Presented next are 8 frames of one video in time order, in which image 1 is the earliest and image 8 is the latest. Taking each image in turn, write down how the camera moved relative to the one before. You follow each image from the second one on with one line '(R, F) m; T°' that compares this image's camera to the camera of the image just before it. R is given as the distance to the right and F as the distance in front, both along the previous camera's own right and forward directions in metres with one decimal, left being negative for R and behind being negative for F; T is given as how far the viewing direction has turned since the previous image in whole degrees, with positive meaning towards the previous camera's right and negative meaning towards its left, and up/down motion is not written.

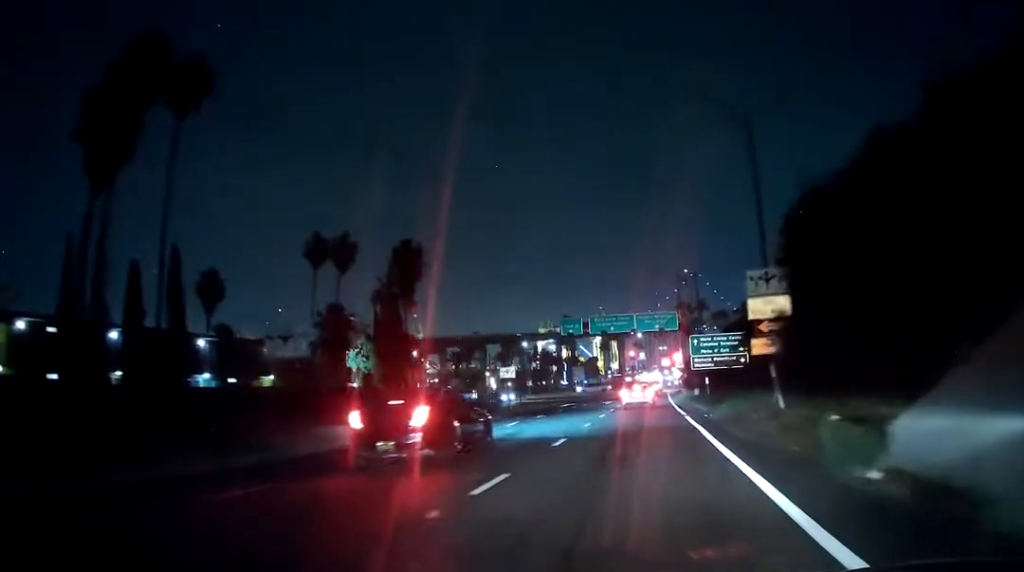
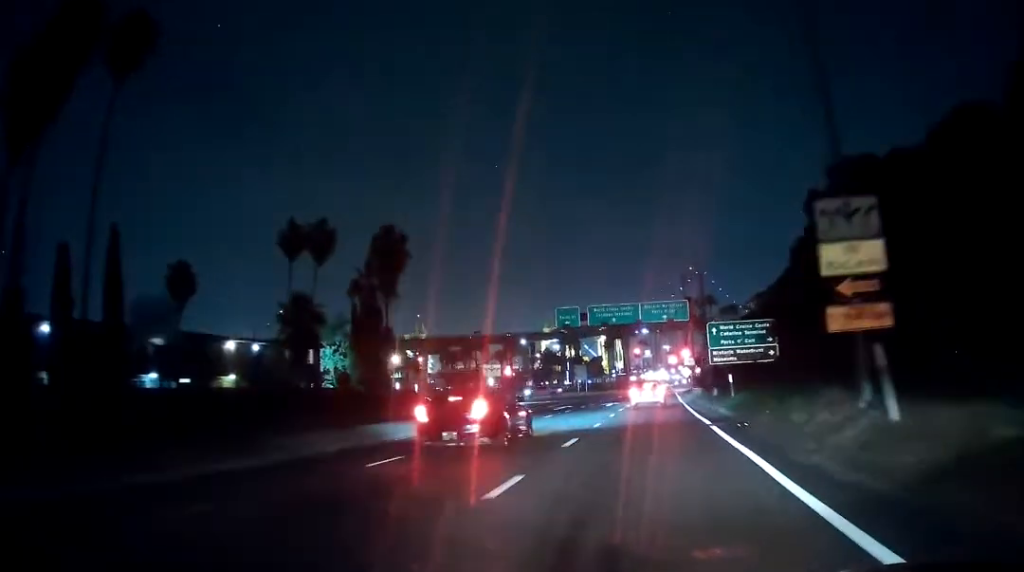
(+0.1, +7.9) m; -1°
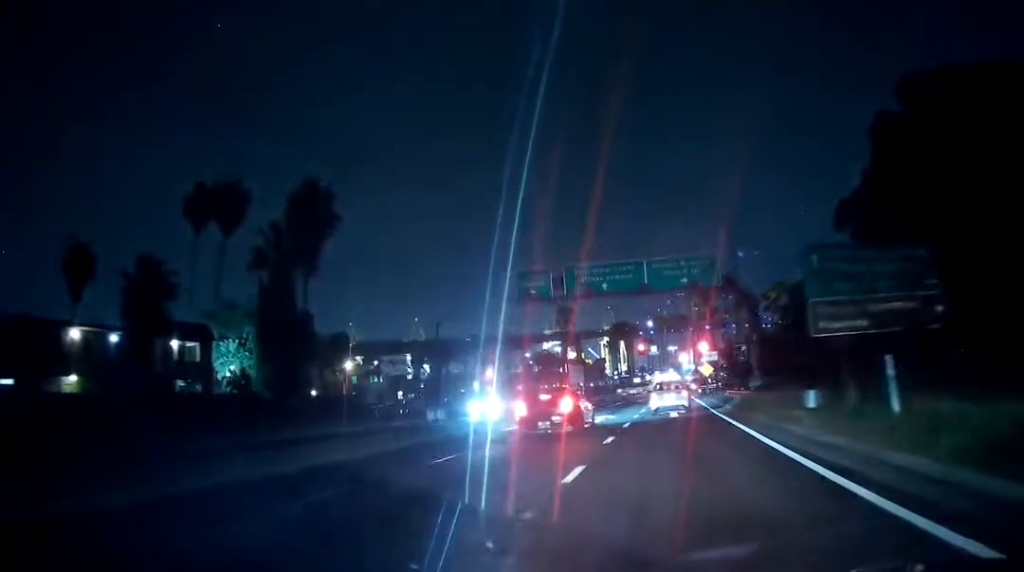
(-0.5, +20.0) m; -2°
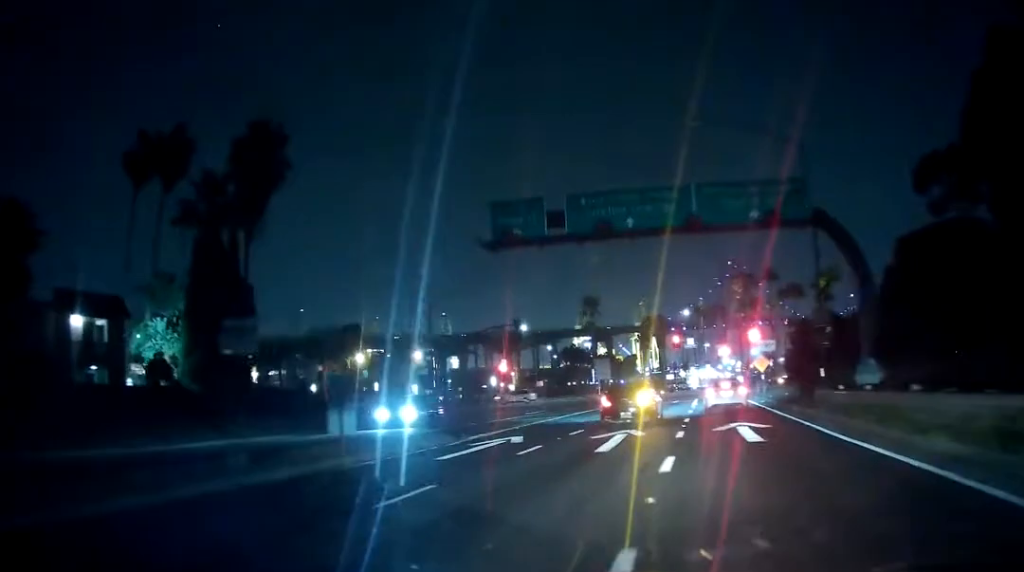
(0.0, +14.4) m; -3°
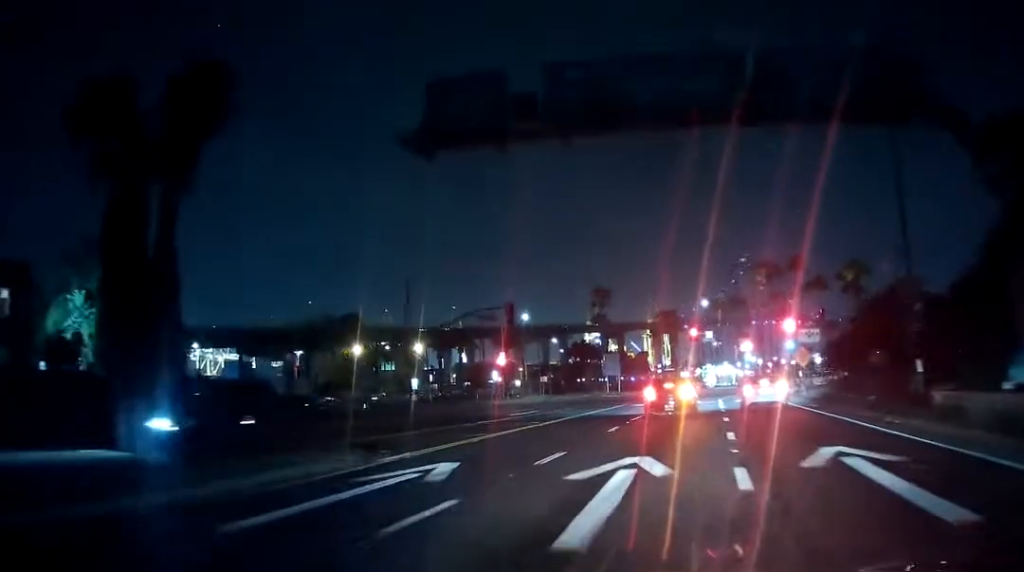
(-0.5, +9.3) m; -2°
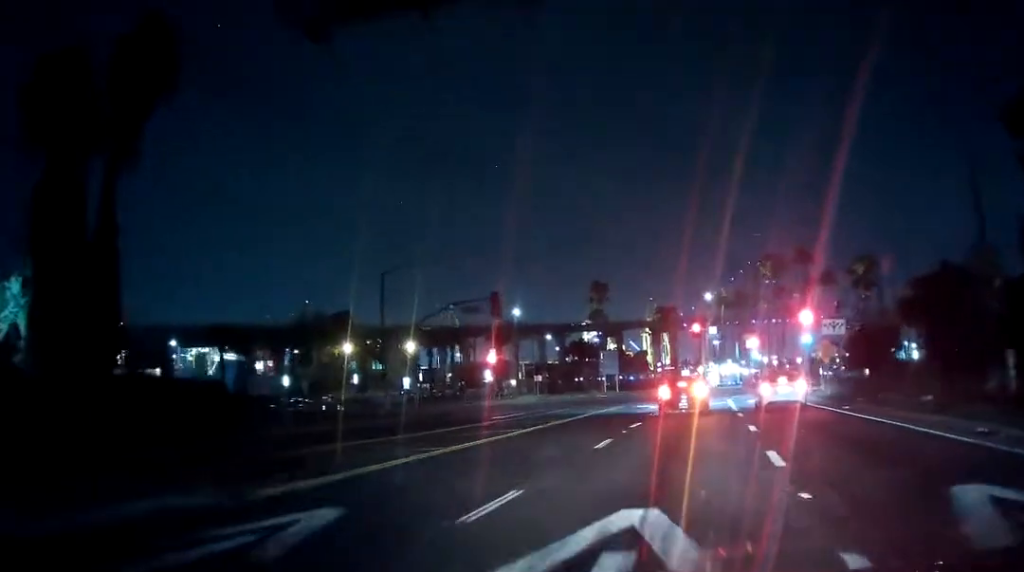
(0.0, +5.7) m; 0°
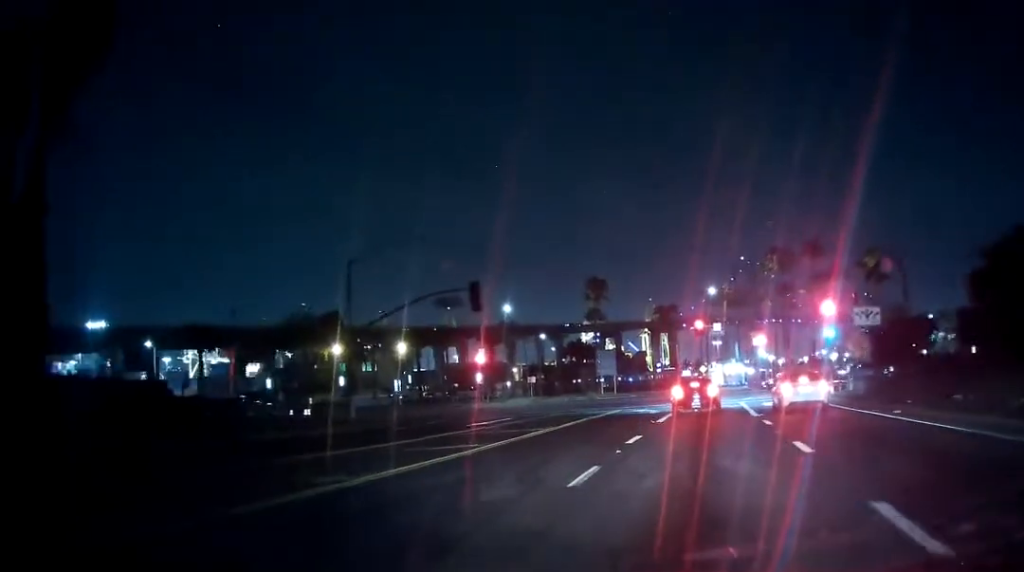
(+0.1, +5.6) m; +1°
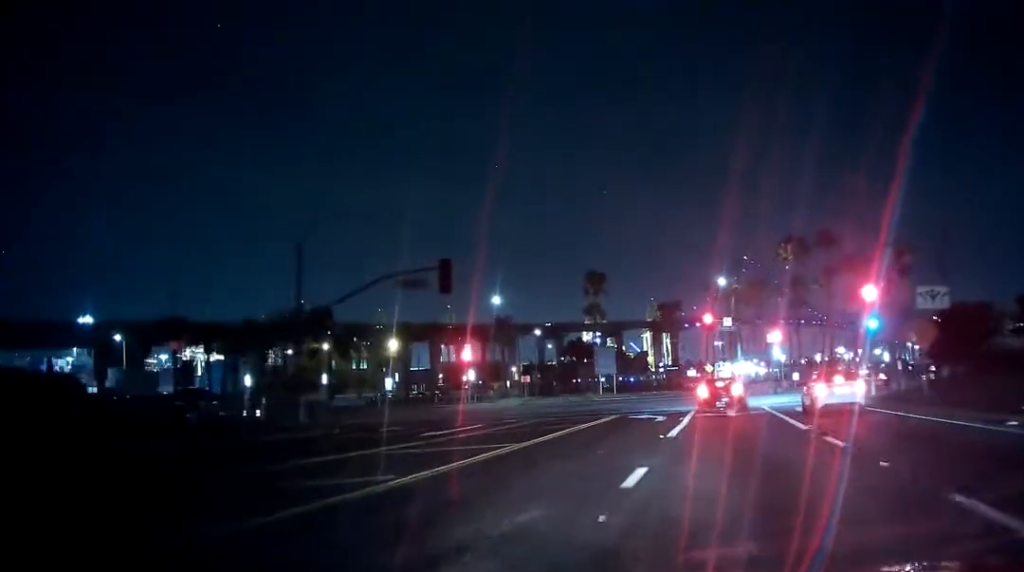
(0.0, +7.3) m; 0°
